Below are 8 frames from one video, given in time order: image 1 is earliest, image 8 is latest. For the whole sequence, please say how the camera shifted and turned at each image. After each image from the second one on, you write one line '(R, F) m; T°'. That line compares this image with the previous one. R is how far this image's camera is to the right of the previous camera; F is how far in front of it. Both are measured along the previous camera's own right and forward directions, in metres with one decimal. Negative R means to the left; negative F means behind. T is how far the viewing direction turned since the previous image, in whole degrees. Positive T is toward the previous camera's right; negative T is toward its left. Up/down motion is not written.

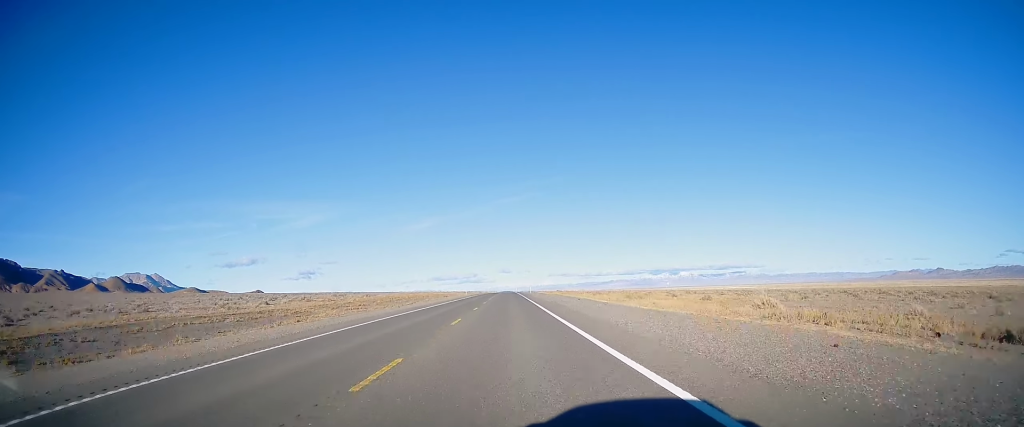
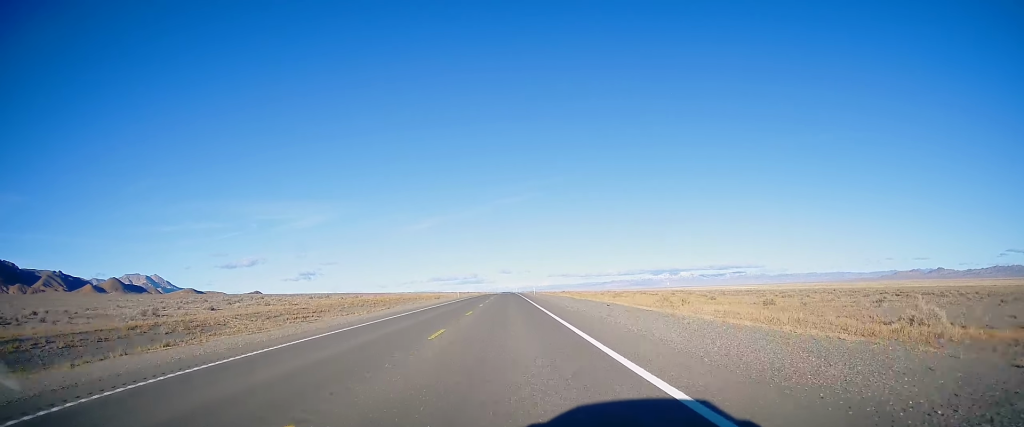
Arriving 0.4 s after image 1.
(0.0, +17.1) m; 0°
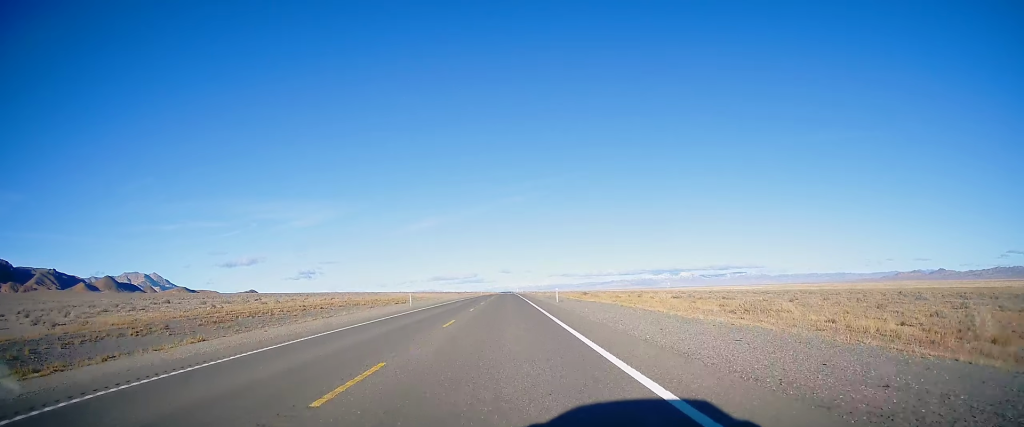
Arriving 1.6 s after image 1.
(+0.3, +44.6) m; 0°
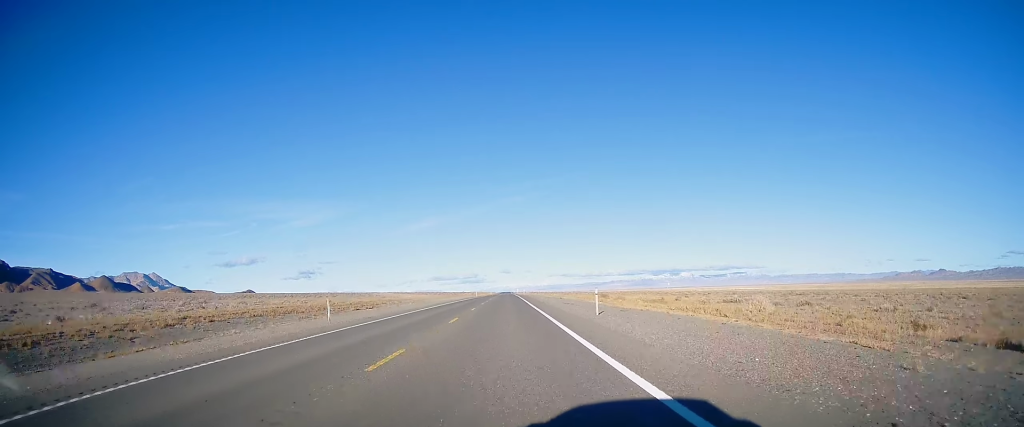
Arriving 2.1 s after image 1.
(0.0, +22.2) m; 0°
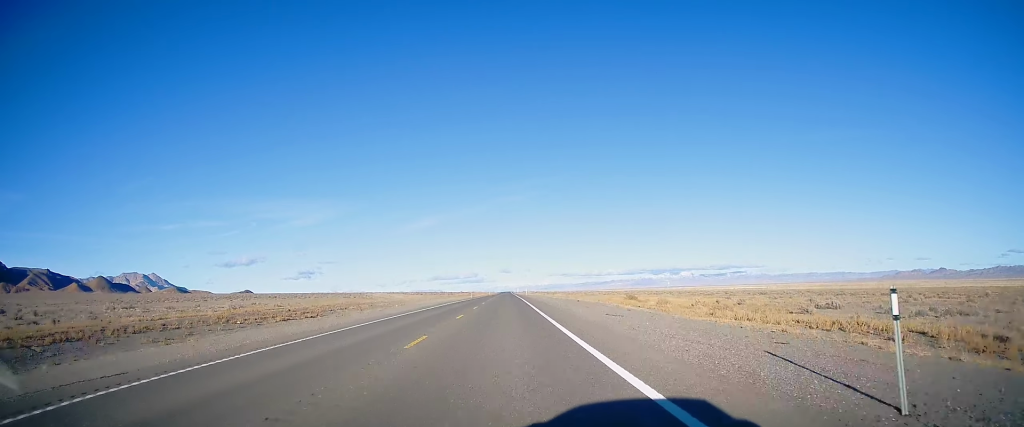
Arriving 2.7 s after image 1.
(-0.1, +20.9) m; 0°
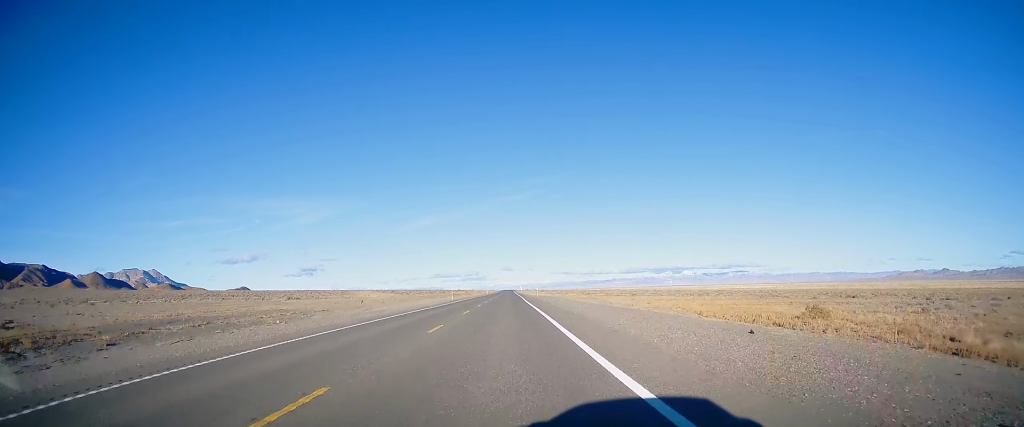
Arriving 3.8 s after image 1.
(-0.1, +44.3) m; 0°
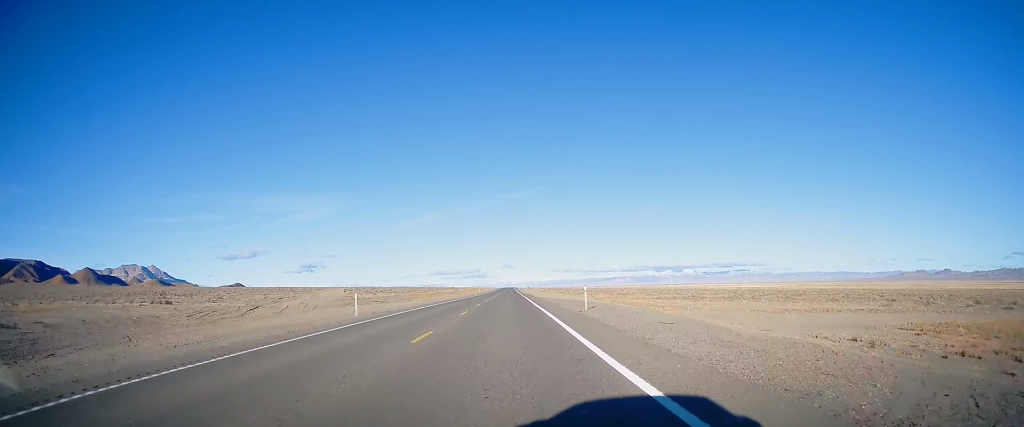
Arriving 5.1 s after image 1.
(+0.1, +52.3) m; -1°
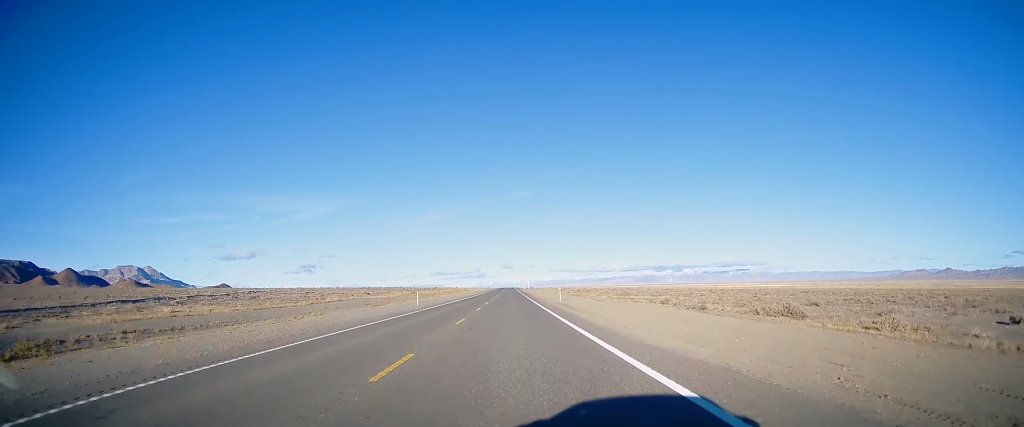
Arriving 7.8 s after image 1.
(-0.3, +102.9) m; 0°
